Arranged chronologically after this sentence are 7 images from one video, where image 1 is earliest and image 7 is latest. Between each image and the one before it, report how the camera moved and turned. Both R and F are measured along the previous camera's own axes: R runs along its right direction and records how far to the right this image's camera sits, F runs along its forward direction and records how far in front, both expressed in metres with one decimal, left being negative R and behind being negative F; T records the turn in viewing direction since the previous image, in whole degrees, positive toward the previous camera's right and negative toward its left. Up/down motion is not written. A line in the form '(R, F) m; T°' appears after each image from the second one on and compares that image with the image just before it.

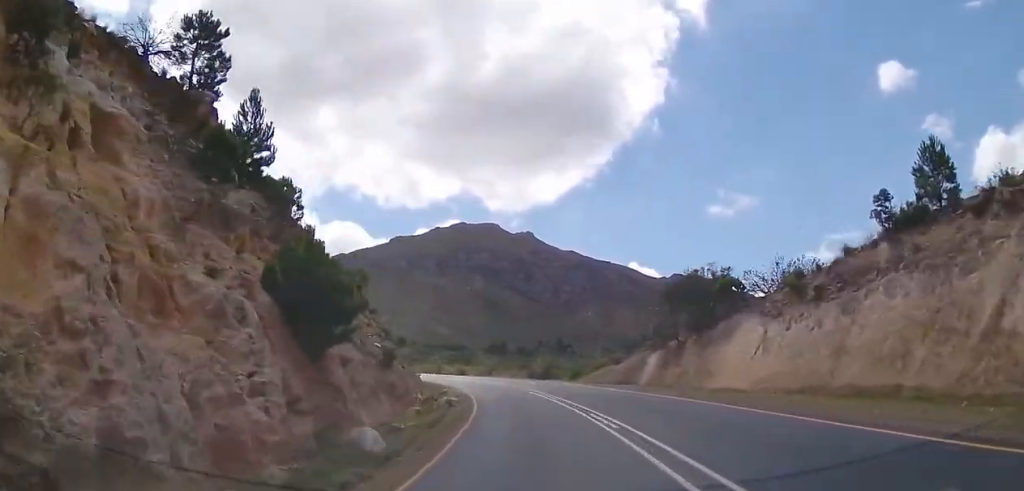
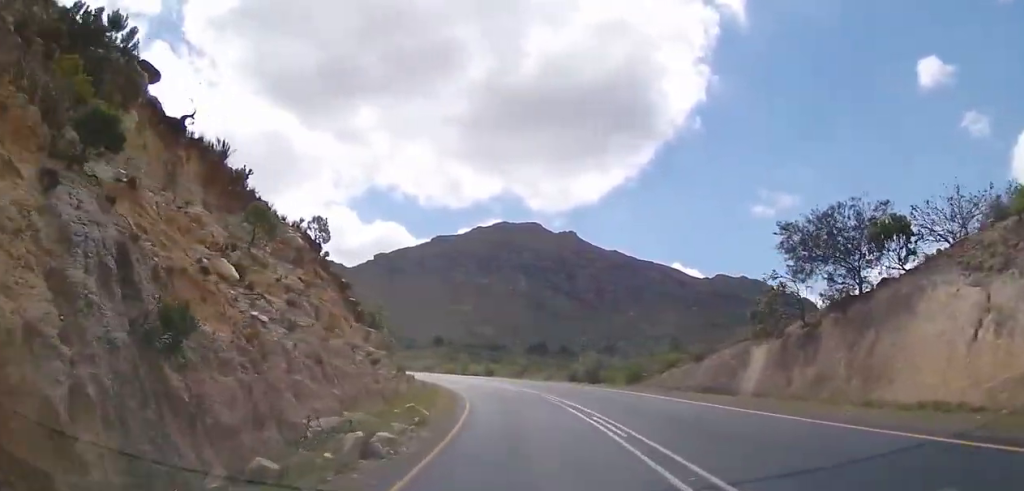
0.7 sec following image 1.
(-0.4, +13.8) m; -4°
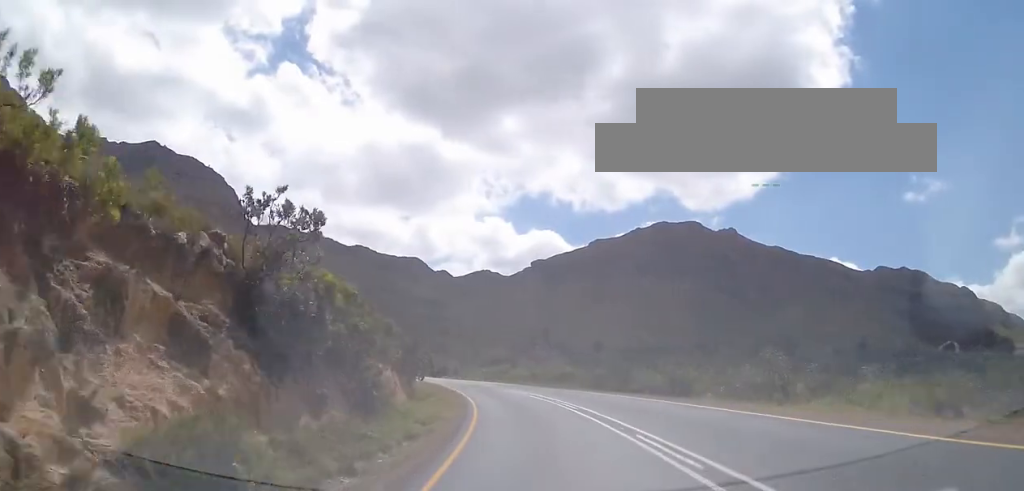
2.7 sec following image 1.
(-3.5, +38.5) m; -12°
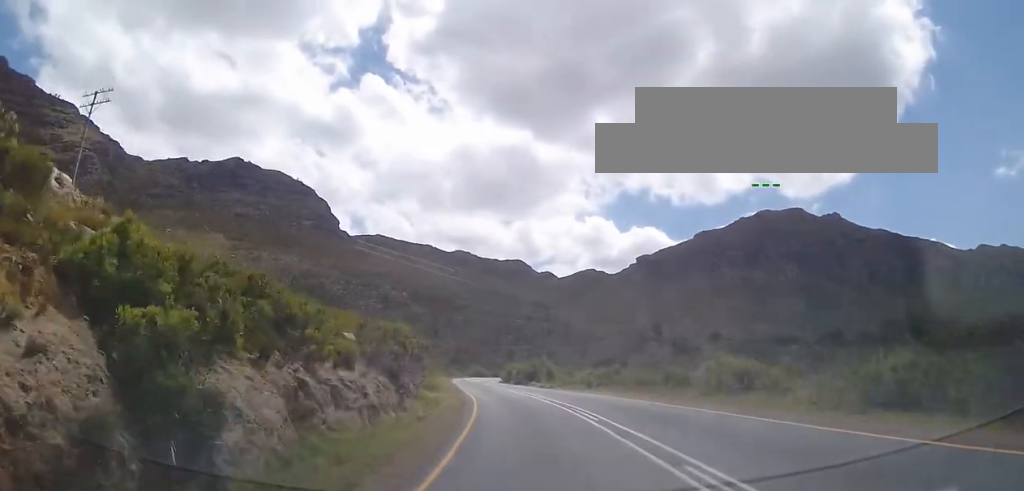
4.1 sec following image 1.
(-3.9, +27.7) m; -15°
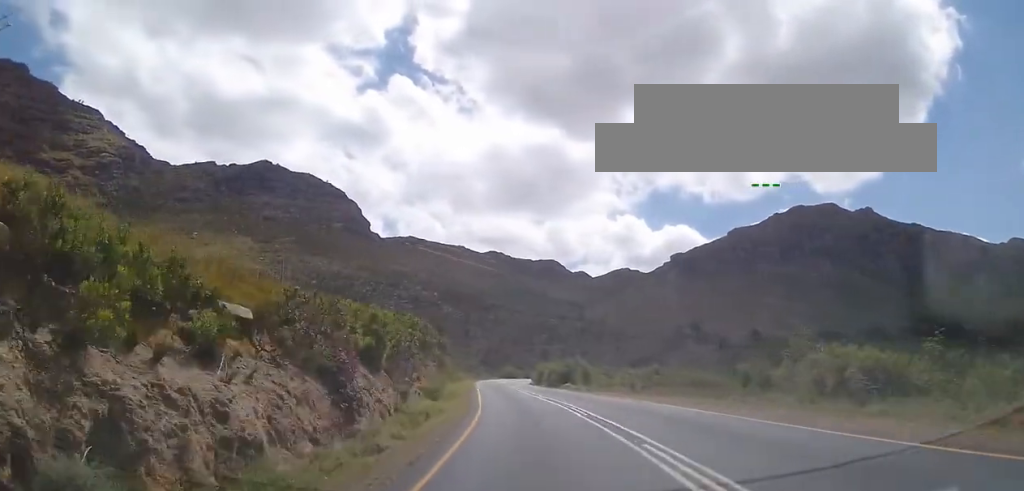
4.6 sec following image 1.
(-0.4, +9.6) m; -3°
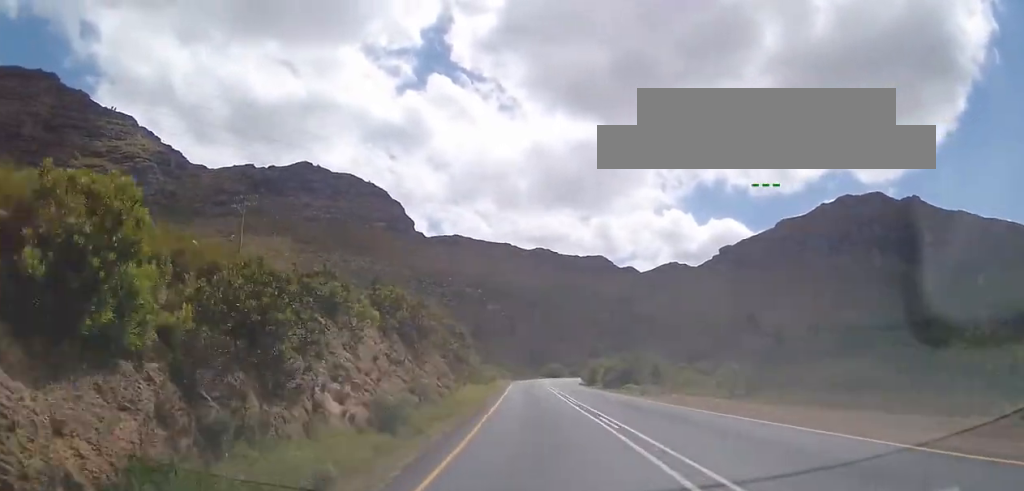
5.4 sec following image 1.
(-0.4, +15.8) m; -3°
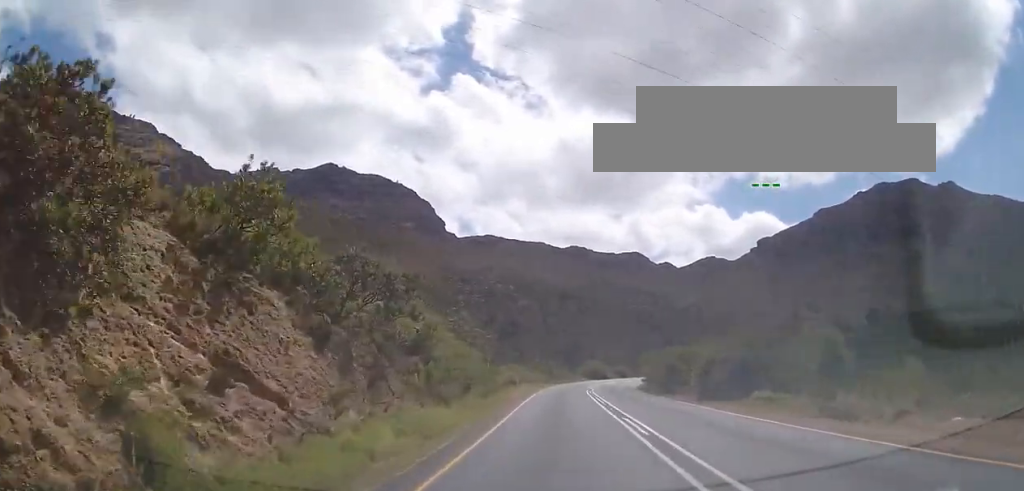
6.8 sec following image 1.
(-0.7, +25.8) m; -2°
